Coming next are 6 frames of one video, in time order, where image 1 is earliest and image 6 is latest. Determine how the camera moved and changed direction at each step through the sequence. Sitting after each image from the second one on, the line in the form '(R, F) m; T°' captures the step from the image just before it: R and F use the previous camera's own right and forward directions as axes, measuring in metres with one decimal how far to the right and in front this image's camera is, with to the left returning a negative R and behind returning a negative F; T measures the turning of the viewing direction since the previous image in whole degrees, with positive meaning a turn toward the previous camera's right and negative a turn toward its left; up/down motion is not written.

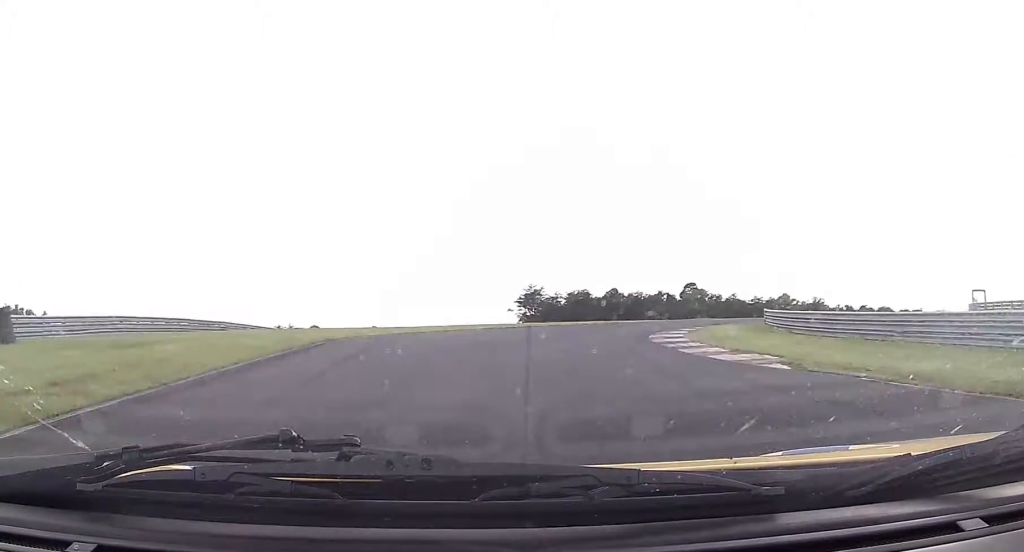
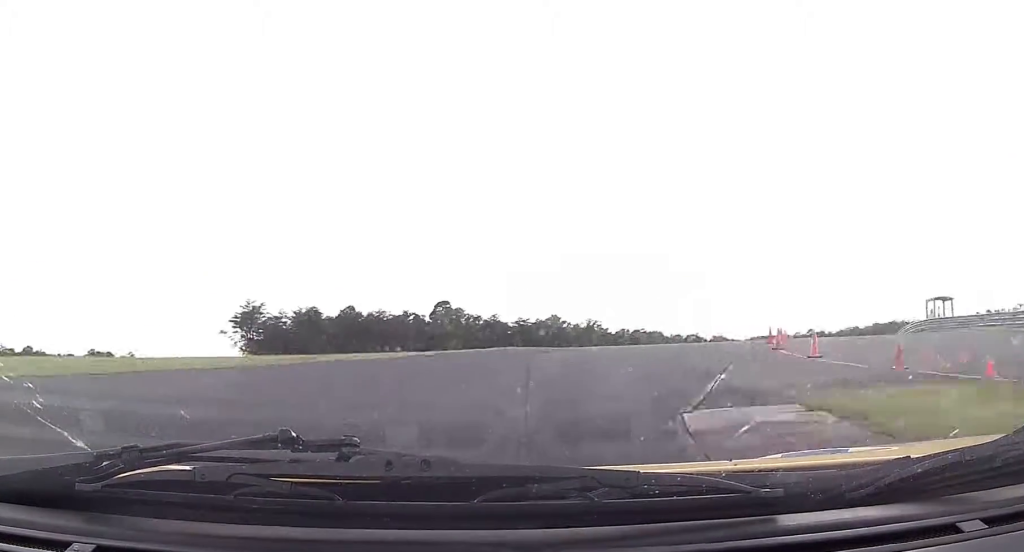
(+6.8, +32.6) m; +22°
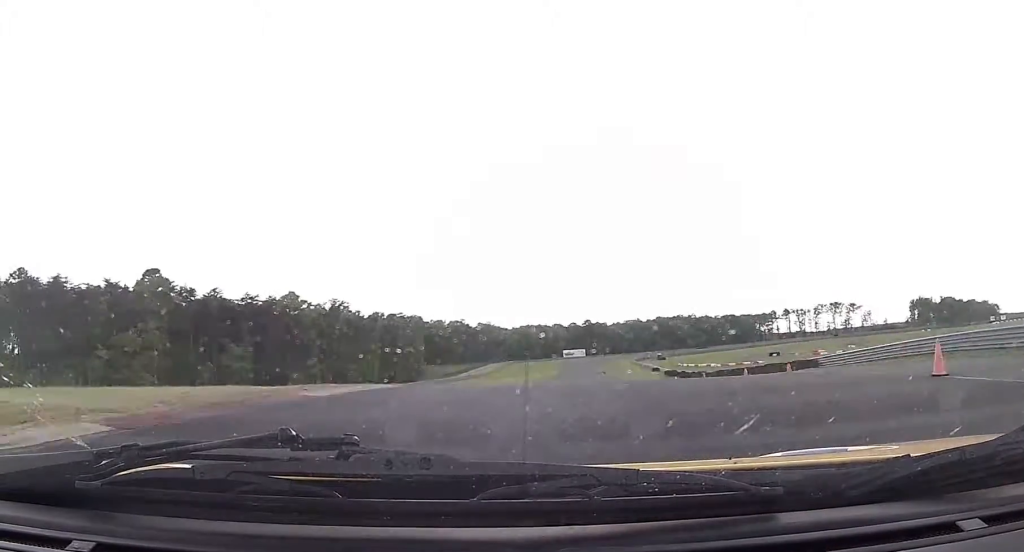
(+6.8, +37.0) m; +15°
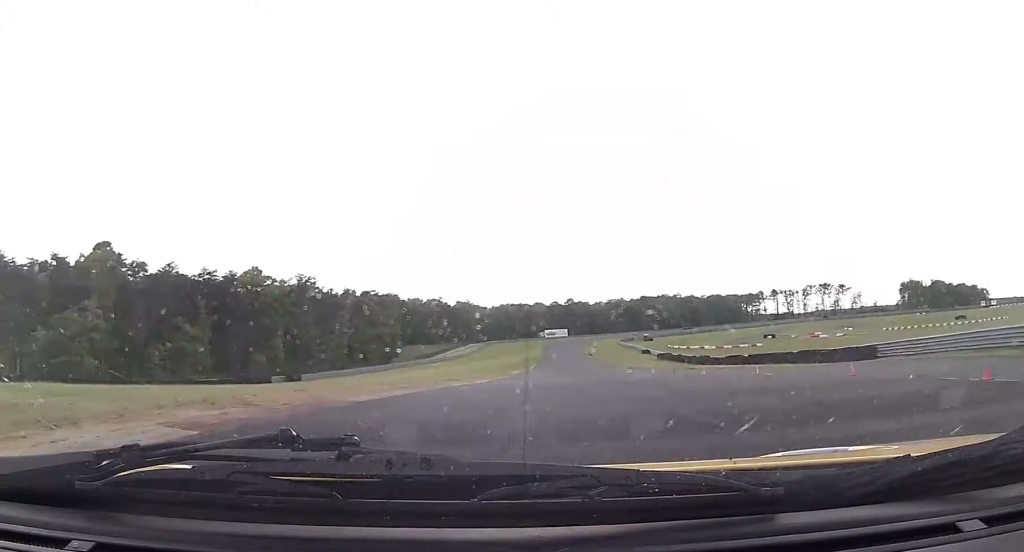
(+0.2, +11.7) m; +2°
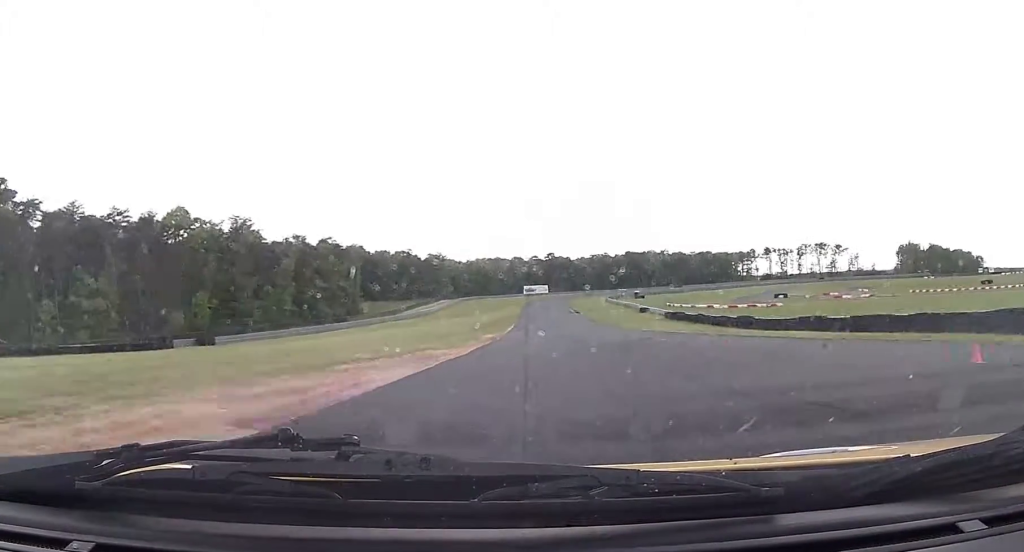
(+0.5, +25.3) m; +2°
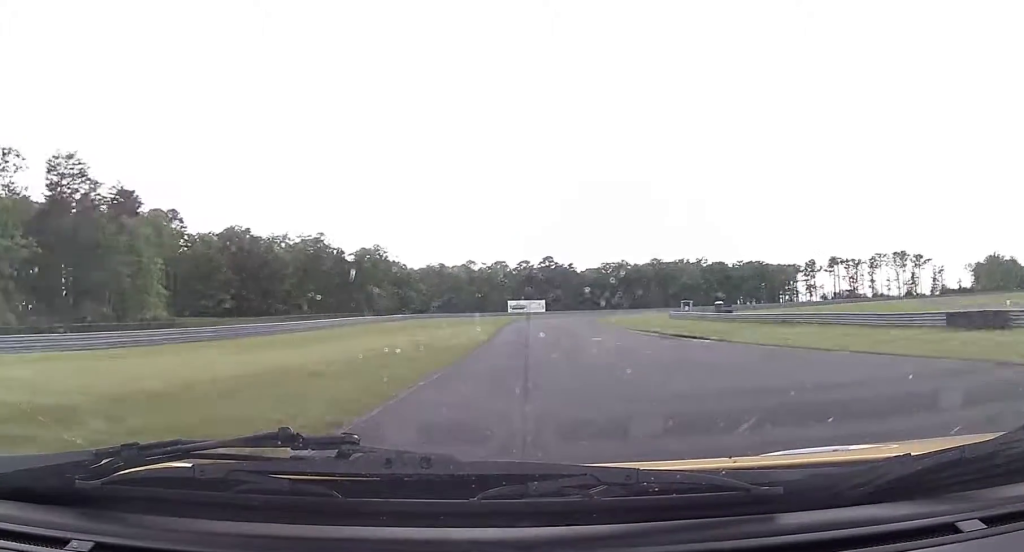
(+1.2, +99.9) m; +1°
